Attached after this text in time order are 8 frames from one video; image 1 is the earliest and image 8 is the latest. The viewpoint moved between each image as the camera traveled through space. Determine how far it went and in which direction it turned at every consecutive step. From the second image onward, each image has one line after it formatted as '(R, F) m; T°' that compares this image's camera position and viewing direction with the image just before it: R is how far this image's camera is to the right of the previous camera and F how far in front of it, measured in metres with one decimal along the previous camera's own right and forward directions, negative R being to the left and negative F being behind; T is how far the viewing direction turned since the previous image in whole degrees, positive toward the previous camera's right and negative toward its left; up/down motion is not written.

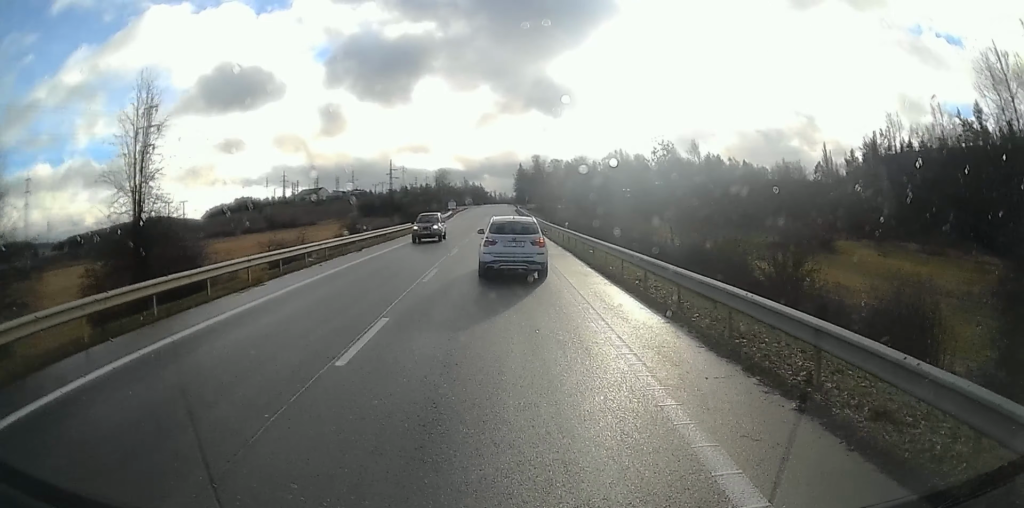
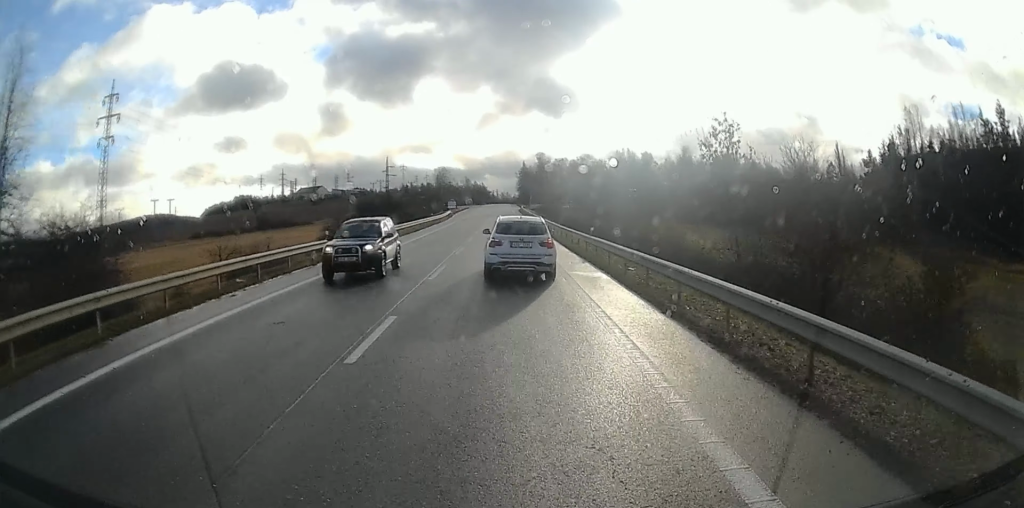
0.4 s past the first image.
(-0.1, +8.9) m; -1°
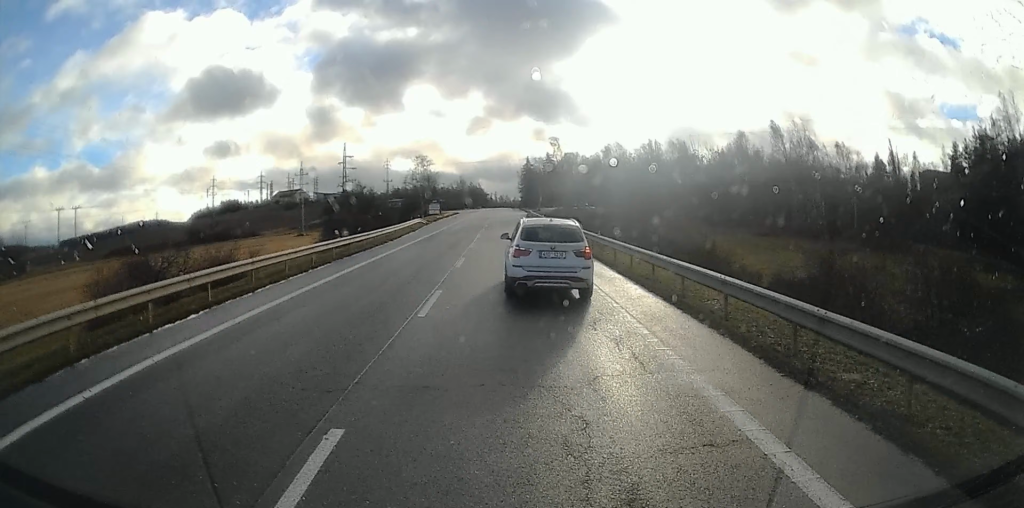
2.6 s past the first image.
(0.0, +41.8) m; +2°
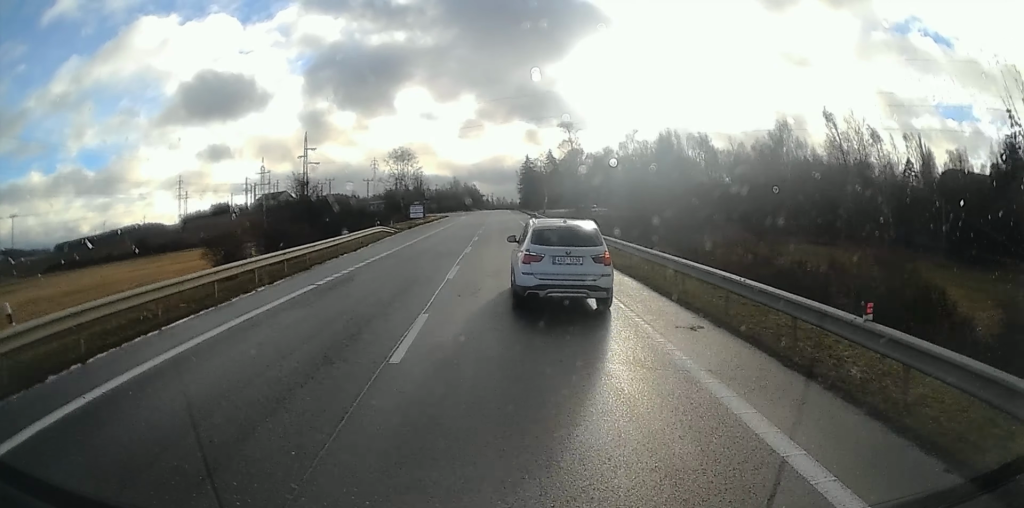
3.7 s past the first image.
(+0.6, +21.6) m; -1°
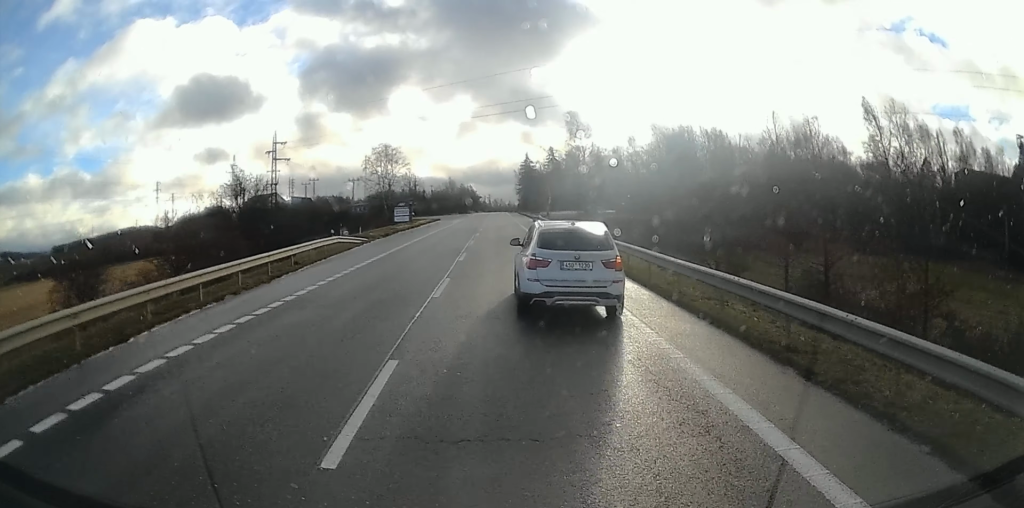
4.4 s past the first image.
(-0.4, +12.5) m; -2°
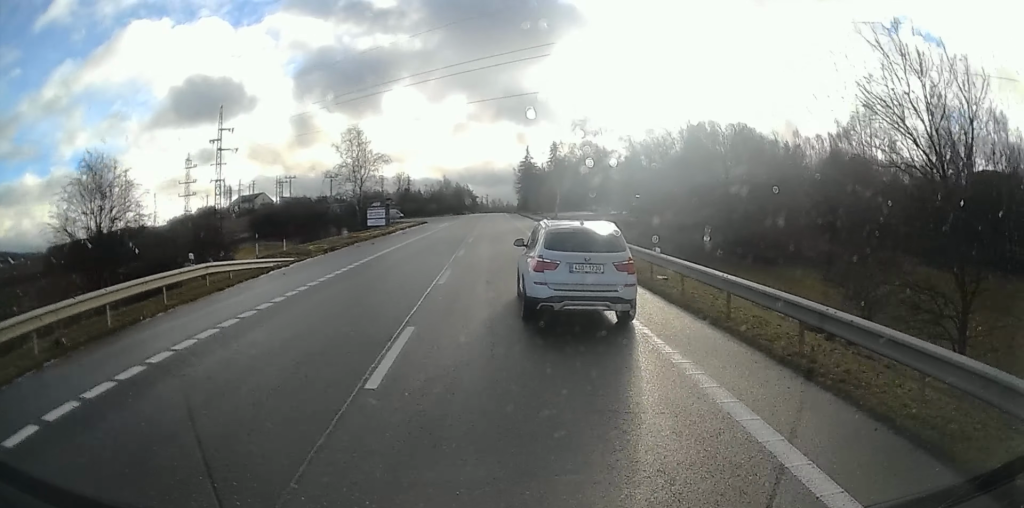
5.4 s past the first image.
(-0.2, +16.3) m; +2°
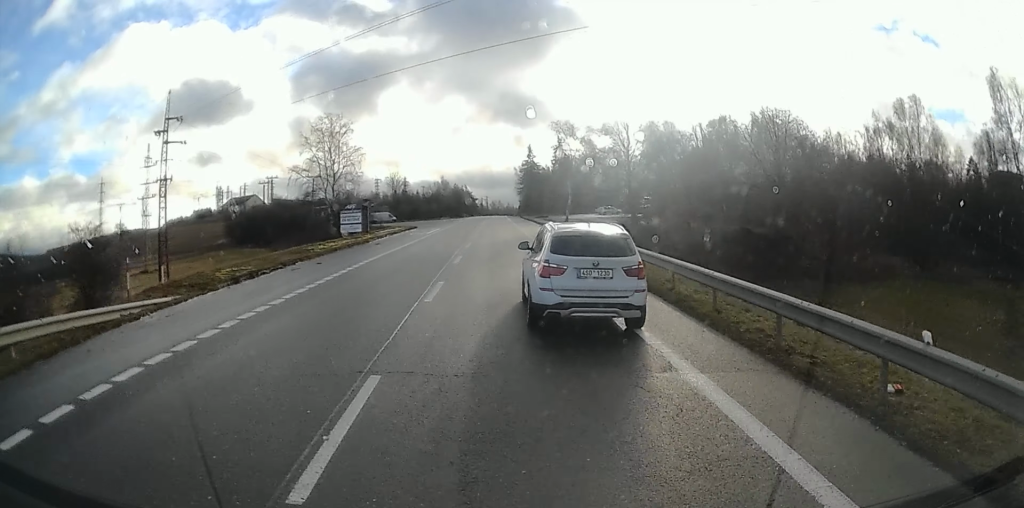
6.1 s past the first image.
(+0.5, +11.7) m; 0°
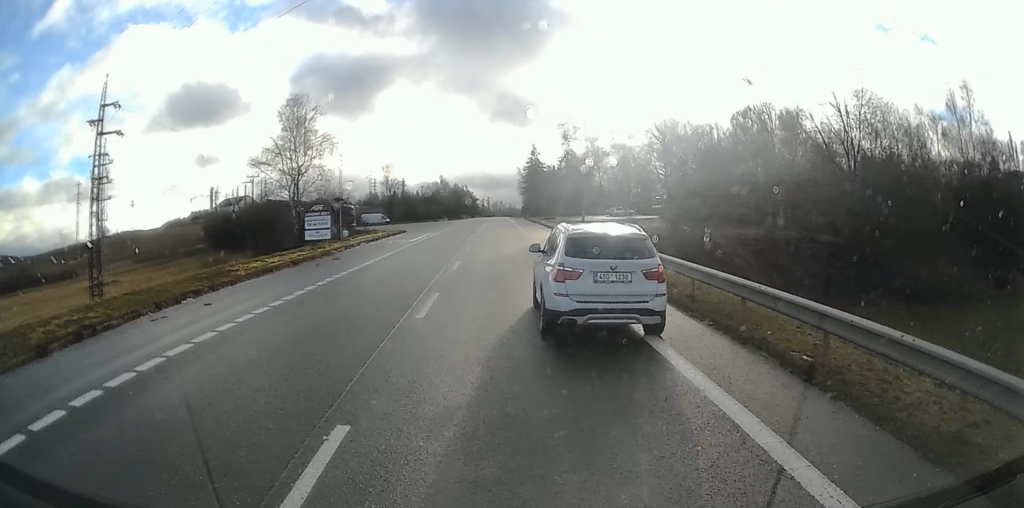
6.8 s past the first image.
(0.0, +10.8) m; 0°
